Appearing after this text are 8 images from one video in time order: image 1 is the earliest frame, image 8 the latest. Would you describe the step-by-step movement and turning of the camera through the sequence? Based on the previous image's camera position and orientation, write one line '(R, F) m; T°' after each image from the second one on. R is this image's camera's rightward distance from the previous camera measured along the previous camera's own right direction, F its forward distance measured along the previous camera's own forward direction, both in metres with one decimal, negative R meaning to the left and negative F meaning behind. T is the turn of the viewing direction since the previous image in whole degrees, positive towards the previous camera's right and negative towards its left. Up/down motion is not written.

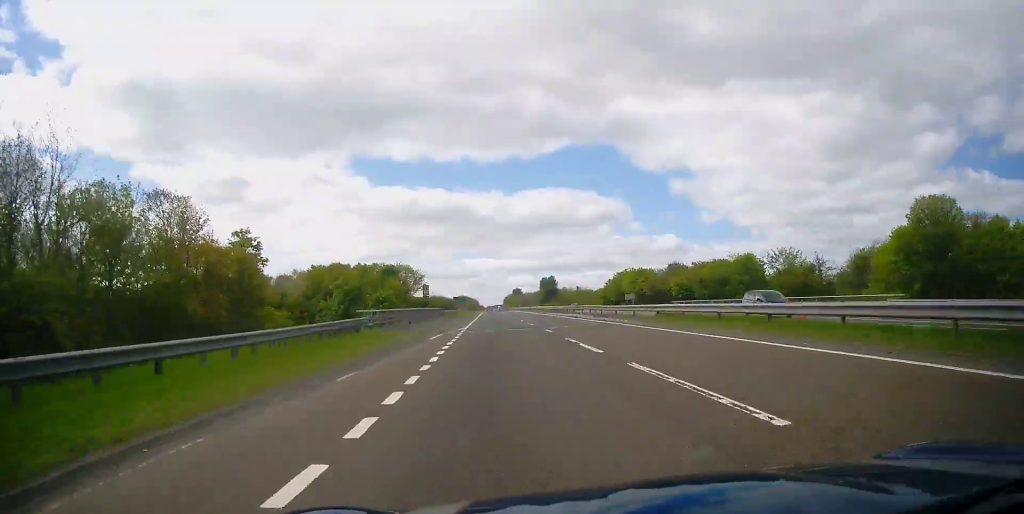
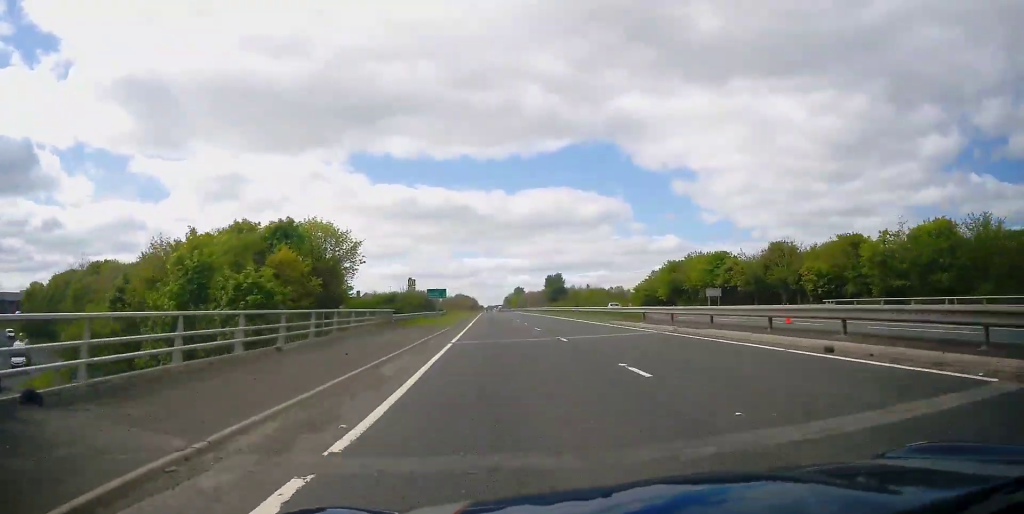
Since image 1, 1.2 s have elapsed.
(+0.1, +35.2) m; 0°
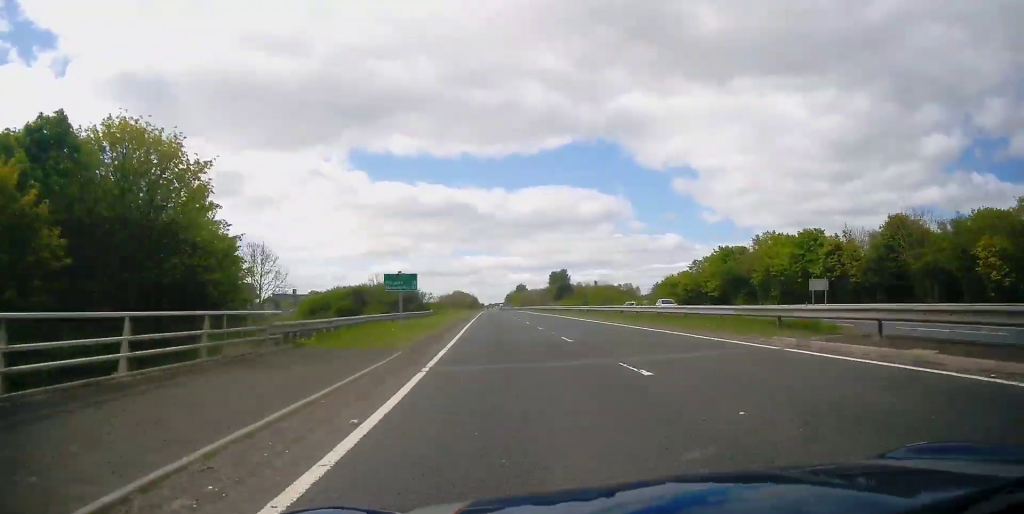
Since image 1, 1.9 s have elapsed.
(-0.1, +19.3) m; 0°
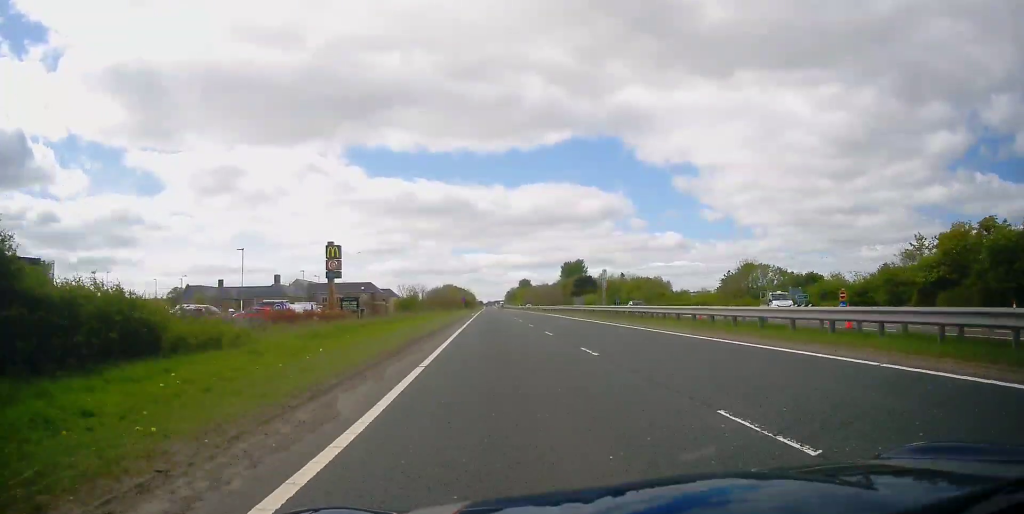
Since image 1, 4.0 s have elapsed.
(-0.2, +60.2) m; 0°
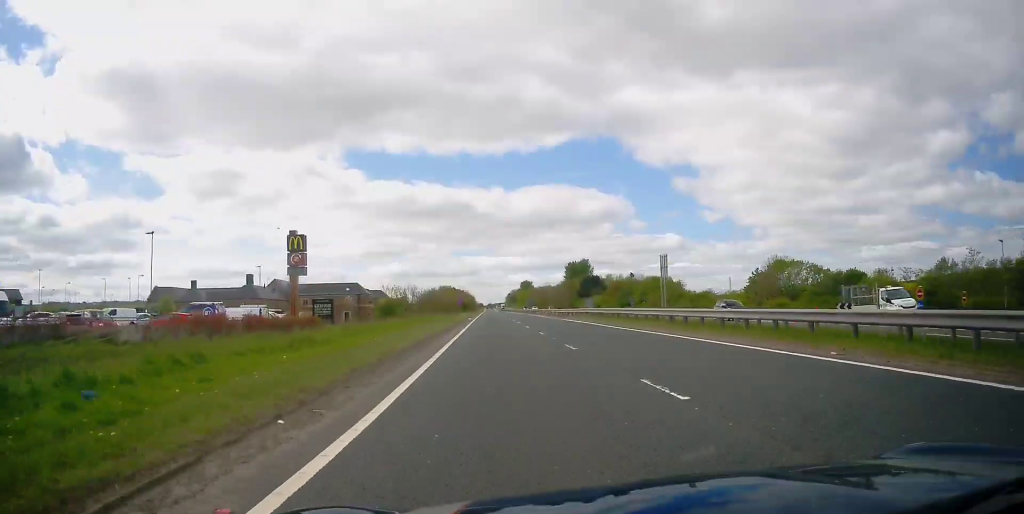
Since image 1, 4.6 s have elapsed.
(0.0, +14.6) m; 0°
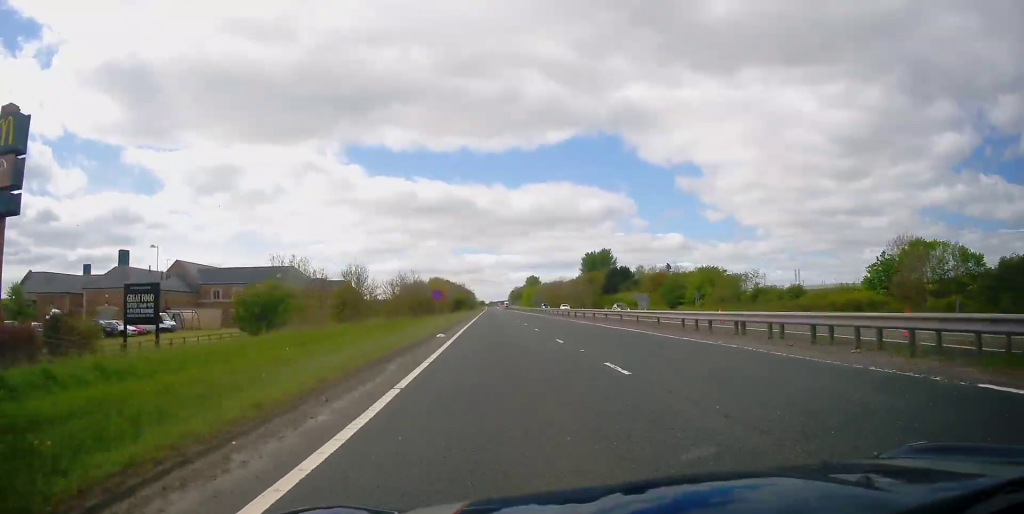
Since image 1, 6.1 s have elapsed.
(+0.1, +42.0) m; +1°
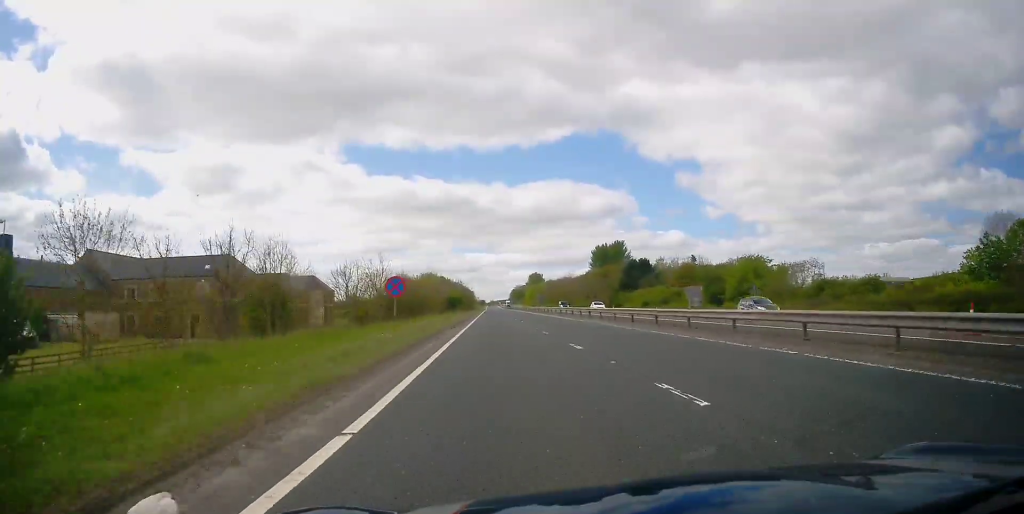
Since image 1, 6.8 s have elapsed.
(+0.1, +21.0) m; 0°
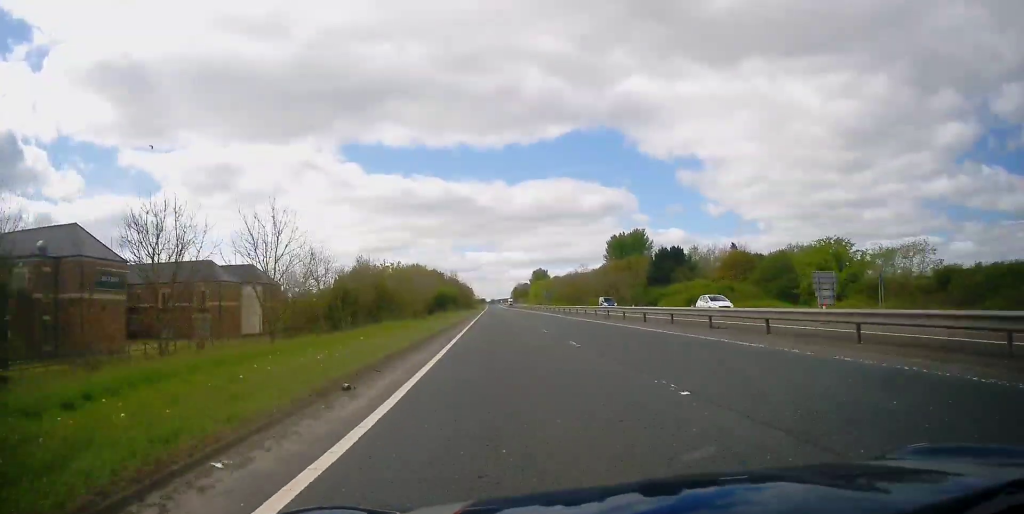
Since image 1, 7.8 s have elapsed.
(-0.1, +25.5) m; 0°
